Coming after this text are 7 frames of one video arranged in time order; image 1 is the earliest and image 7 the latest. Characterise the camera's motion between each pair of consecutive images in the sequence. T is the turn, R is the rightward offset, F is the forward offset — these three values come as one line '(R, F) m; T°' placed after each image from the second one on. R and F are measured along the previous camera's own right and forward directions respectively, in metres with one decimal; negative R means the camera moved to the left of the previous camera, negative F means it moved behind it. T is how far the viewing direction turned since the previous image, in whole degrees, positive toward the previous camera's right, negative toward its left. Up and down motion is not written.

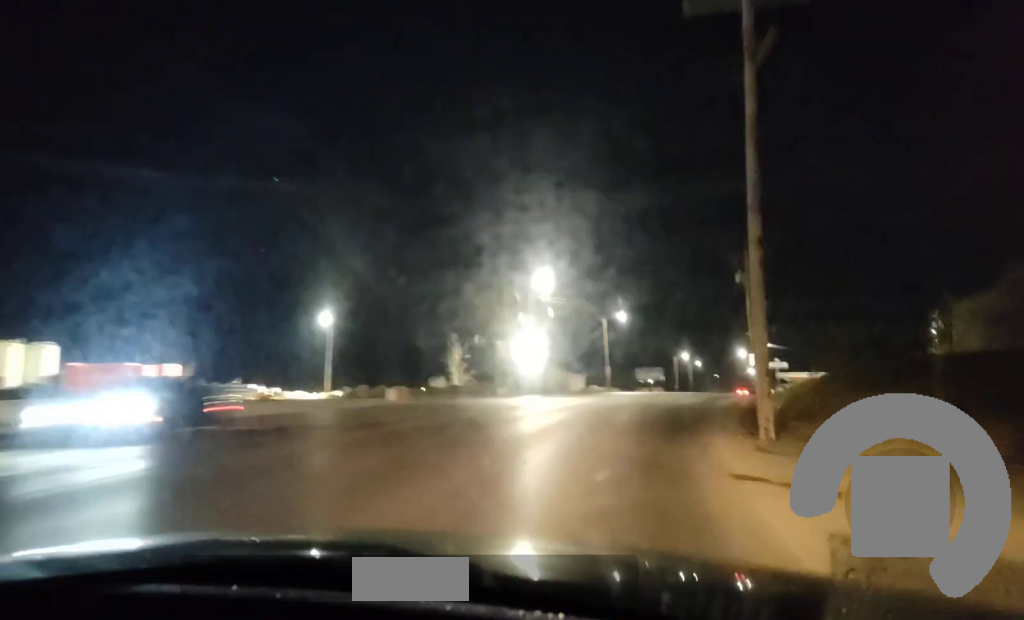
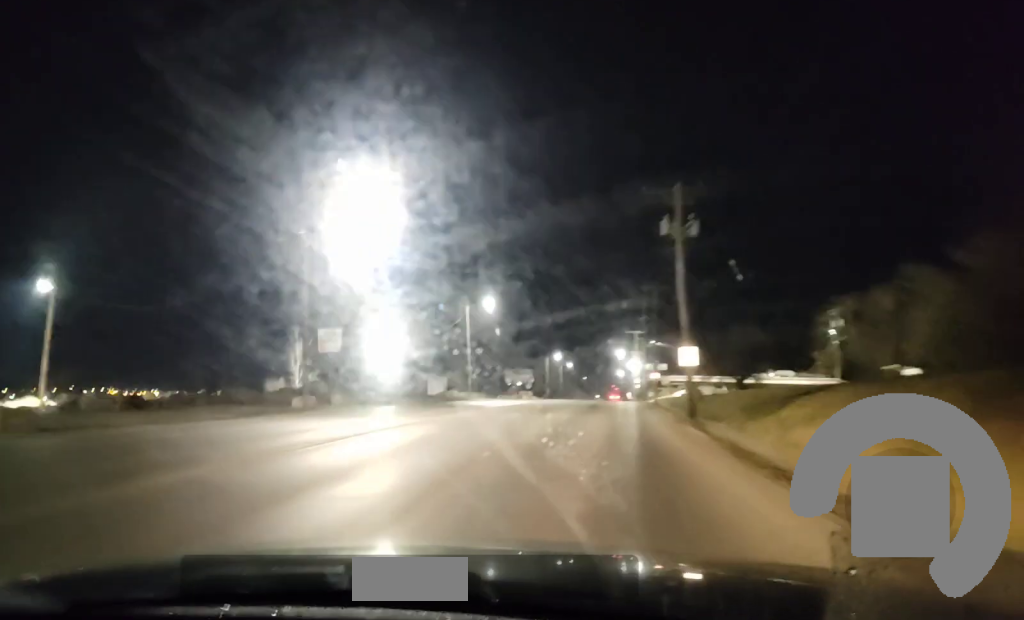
(+1.6, +22.3) m; +6°
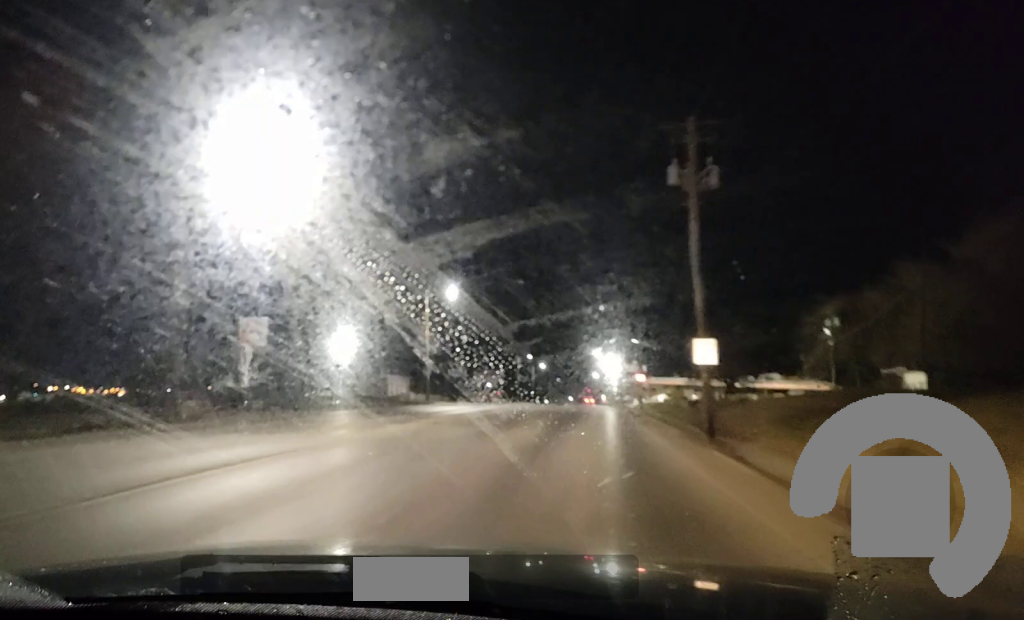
(0.0, +9.6) m; +1°
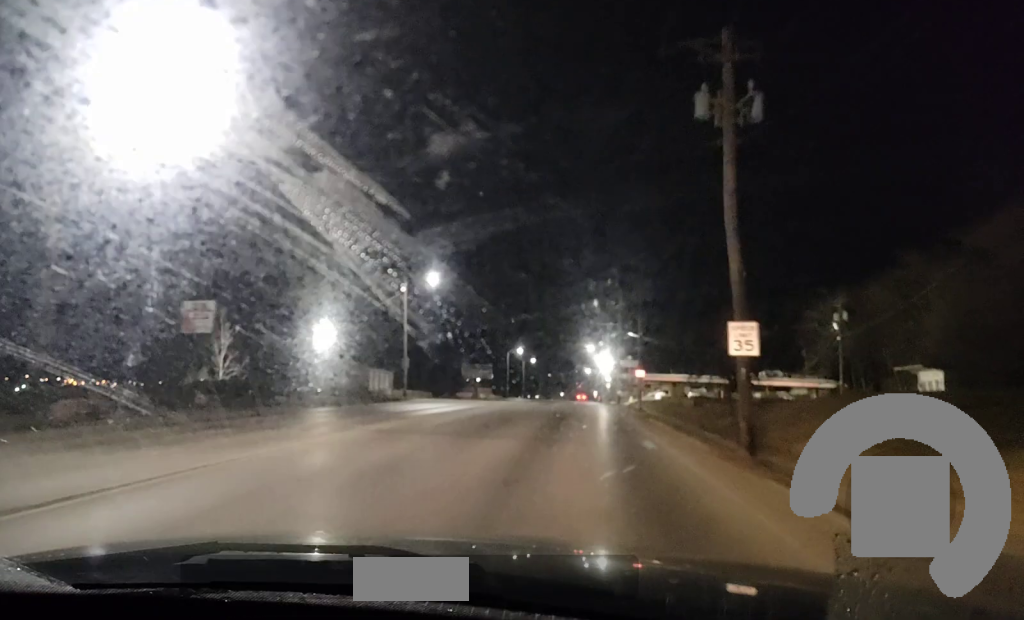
(-0.3, +6.6) m; +2°
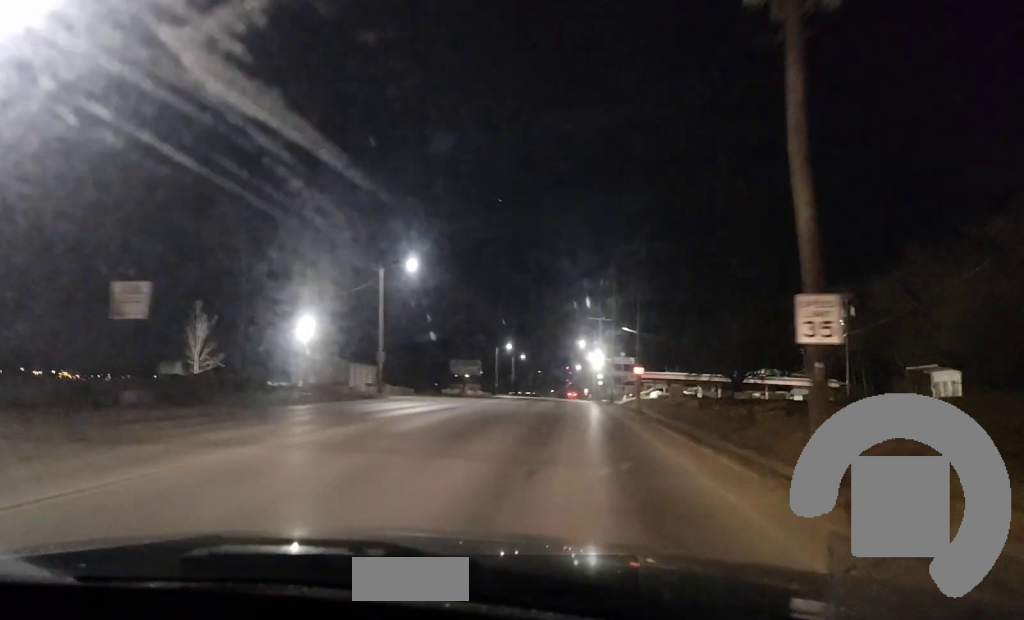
(+0.3, +6.1) m; +1°
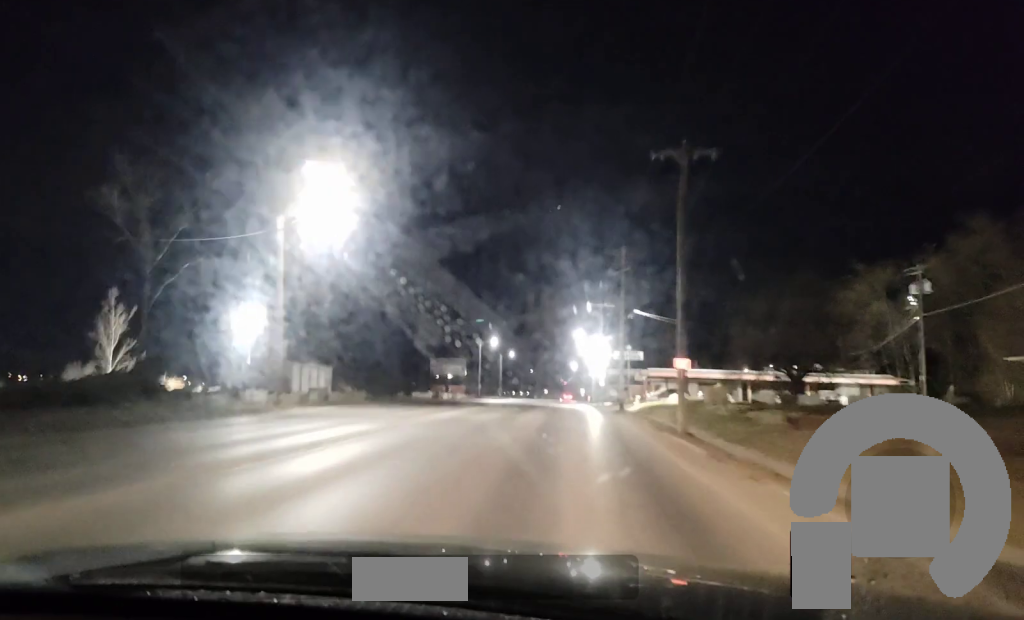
(+0.5, +19.8) m; +1°
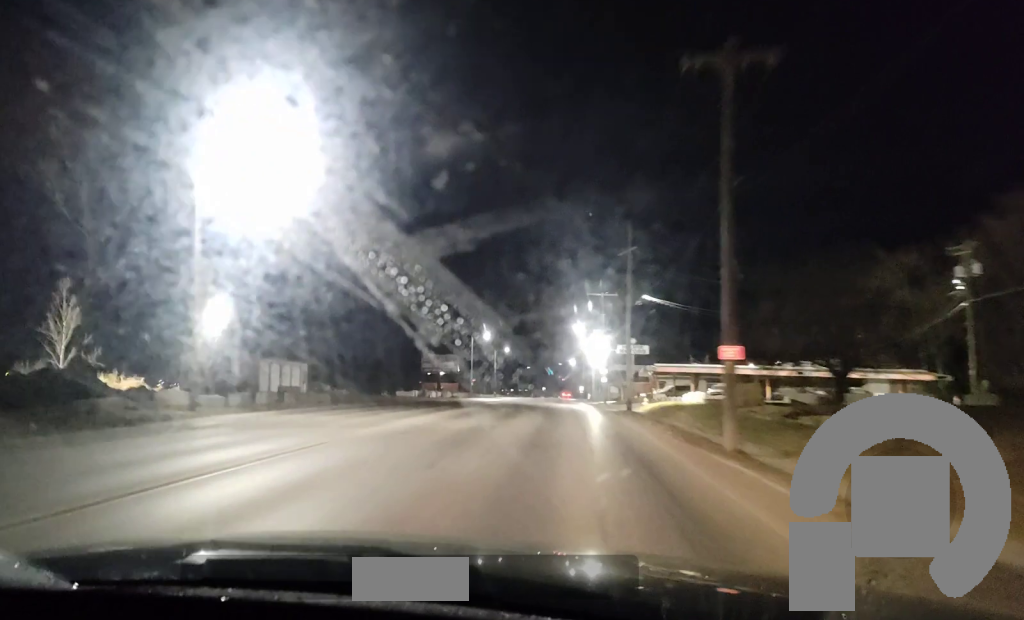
(+0.1, +8.9) m; -2°
